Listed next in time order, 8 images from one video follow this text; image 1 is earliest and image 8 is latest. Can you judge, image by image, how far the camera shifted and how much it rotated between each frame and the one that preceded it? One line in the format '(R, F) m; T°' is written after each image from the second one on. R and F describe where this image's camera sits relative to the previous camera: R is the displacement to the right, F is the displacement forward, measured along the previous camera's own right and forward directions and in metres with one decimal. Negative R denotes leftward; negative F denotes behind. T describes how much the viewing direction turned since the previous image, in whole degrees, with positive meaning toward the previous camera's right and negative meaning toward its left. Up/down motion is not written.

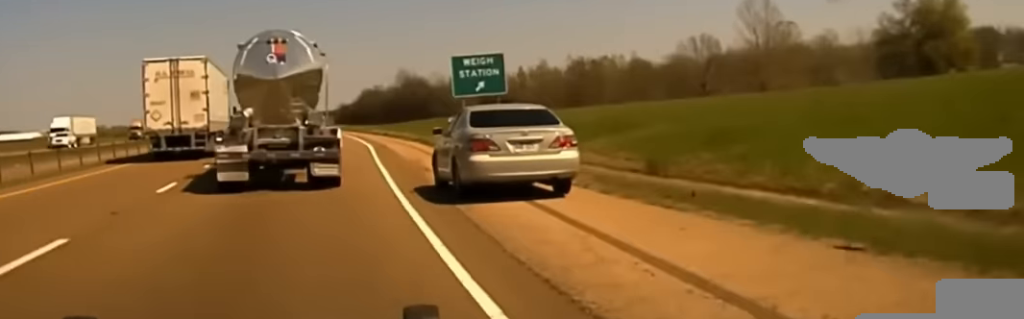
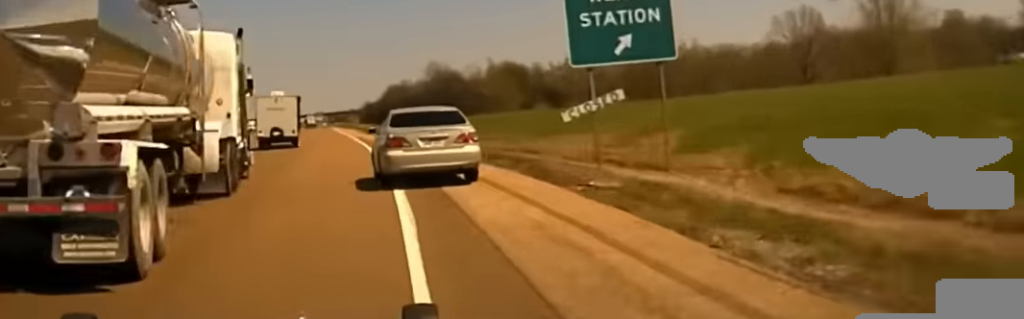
(-0.3, +34.0) m; -1°
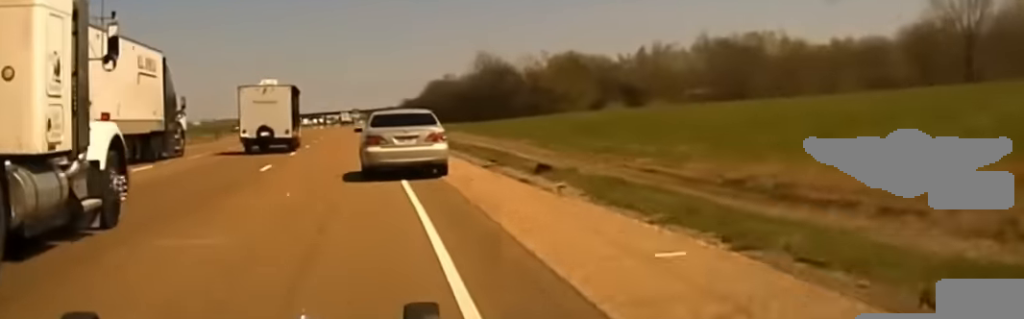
(-0.4, +31.6) m; -2°
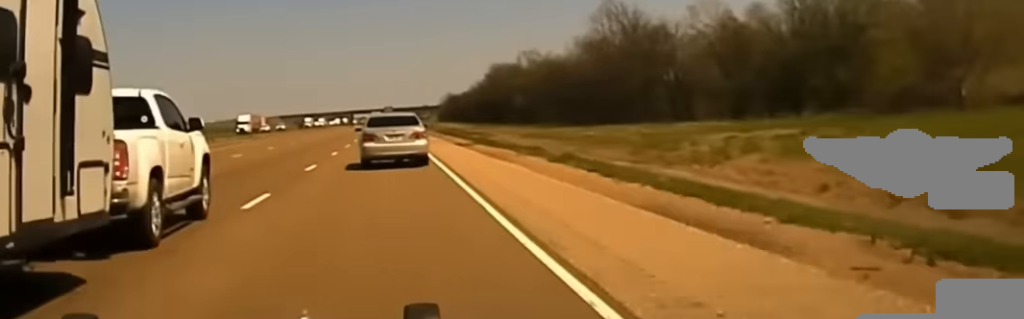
(-1.5, +86.6) m; -1°
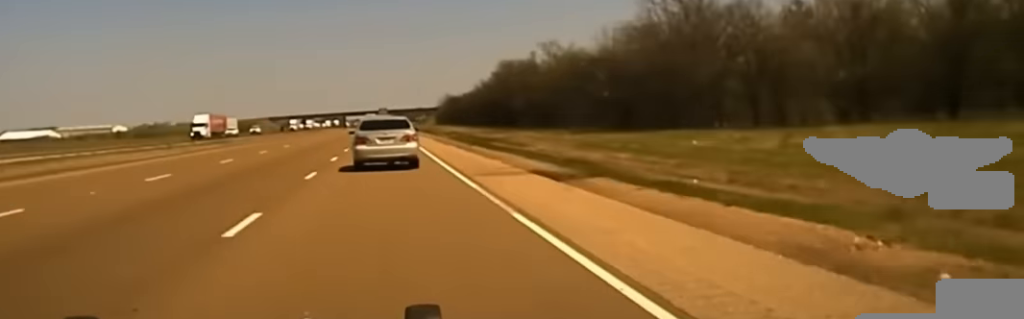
(+0.1, +23.5) m; 0°
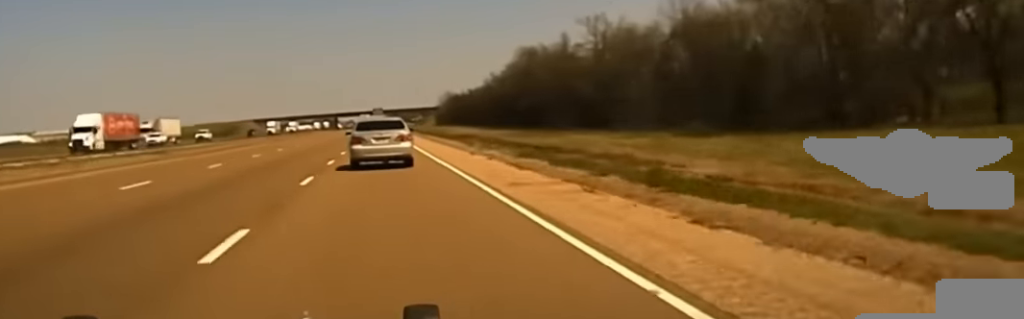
(+0.1, +37.9) m; 0°
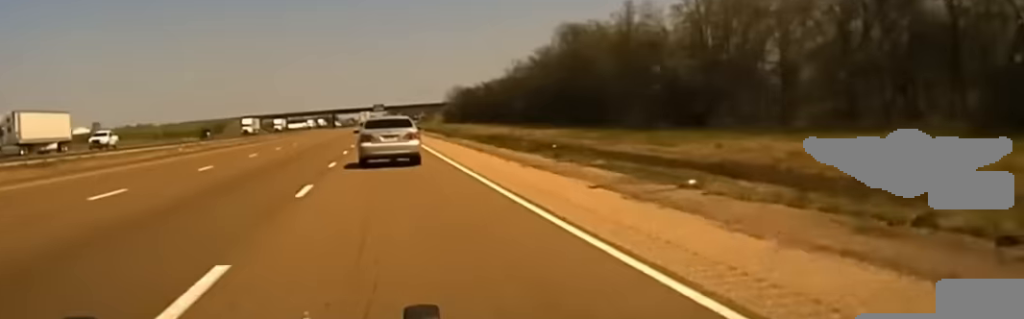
(0.0, +41.9) m; 0°
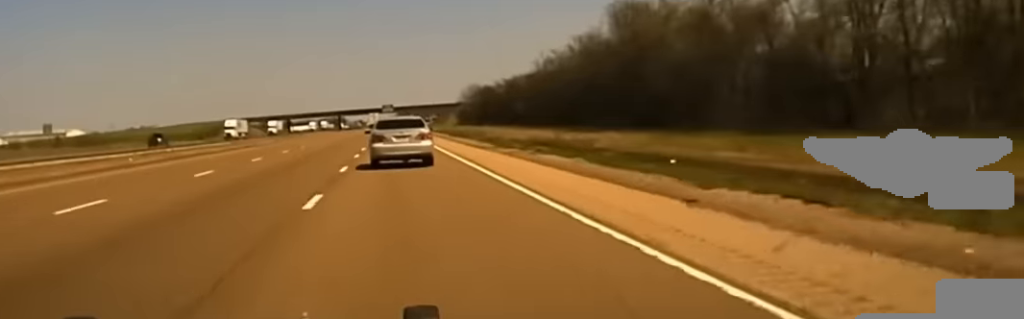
(0.0, +31.5) m; 0°
